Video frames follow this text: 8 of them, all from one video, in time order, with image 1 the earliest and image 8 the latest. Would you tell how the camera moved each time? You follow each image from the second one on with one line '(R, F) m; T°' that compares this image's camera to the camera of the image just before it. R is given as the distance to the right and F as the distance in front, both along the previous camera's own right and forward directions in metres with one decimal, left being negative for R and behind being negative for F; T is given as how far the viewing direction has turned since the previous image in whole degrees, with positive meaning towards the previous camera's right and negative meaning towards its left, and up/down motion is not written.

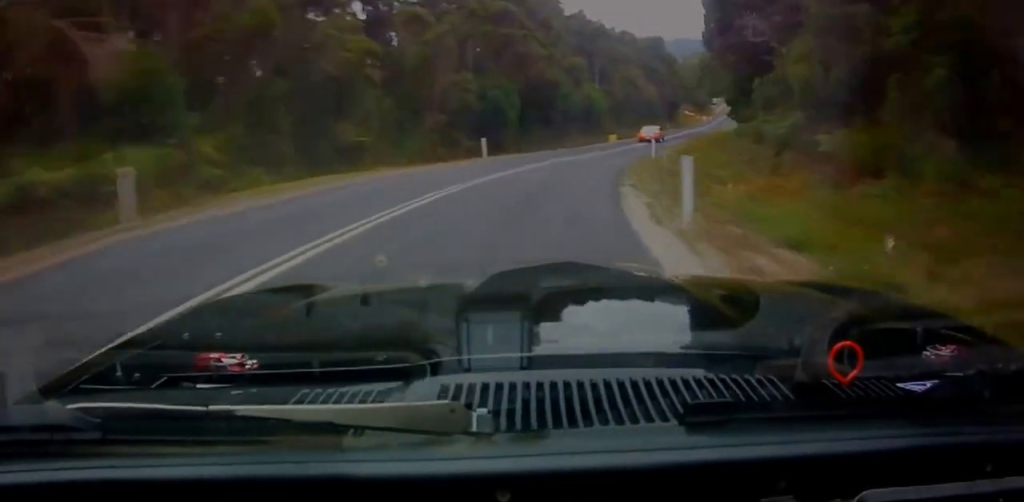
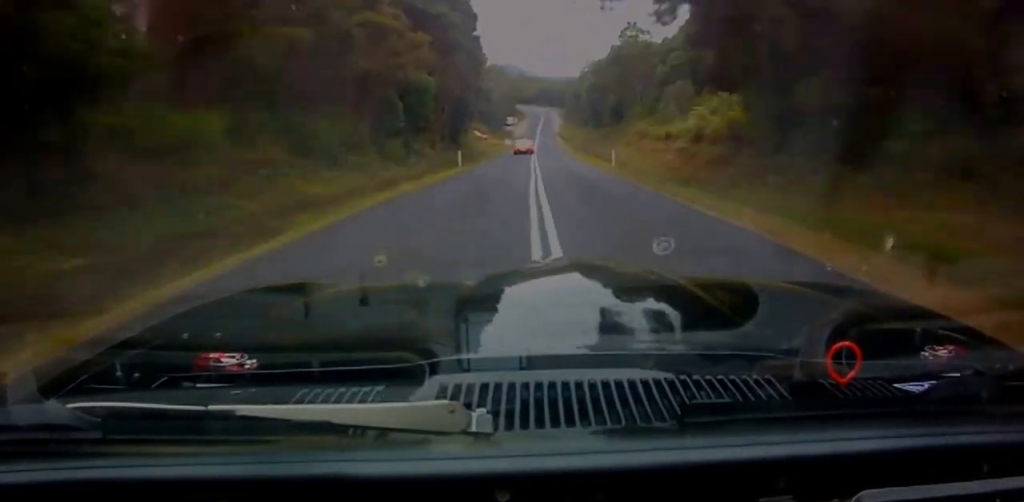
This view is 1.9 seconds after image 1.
(+16.6, +60.0) m; +29°
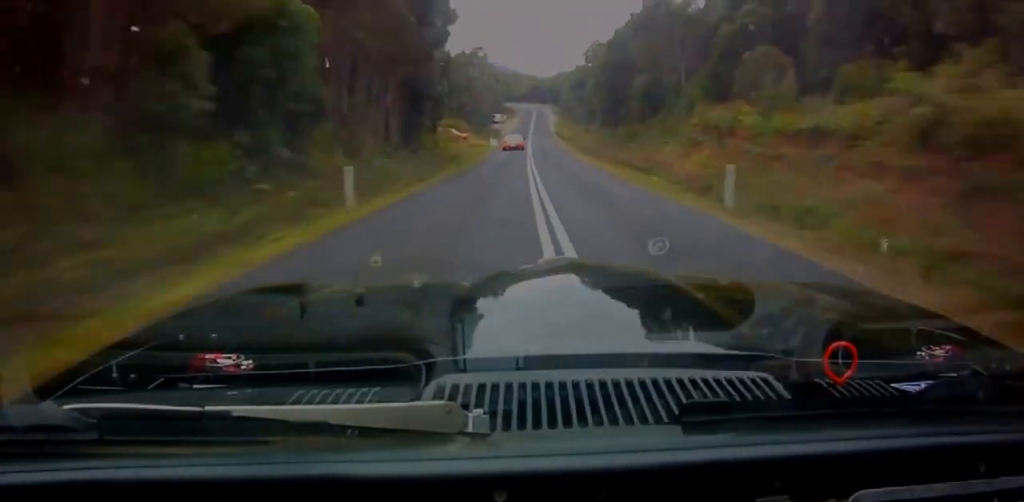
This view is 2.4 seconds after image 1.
(+1.9, +22.2) m; +6°
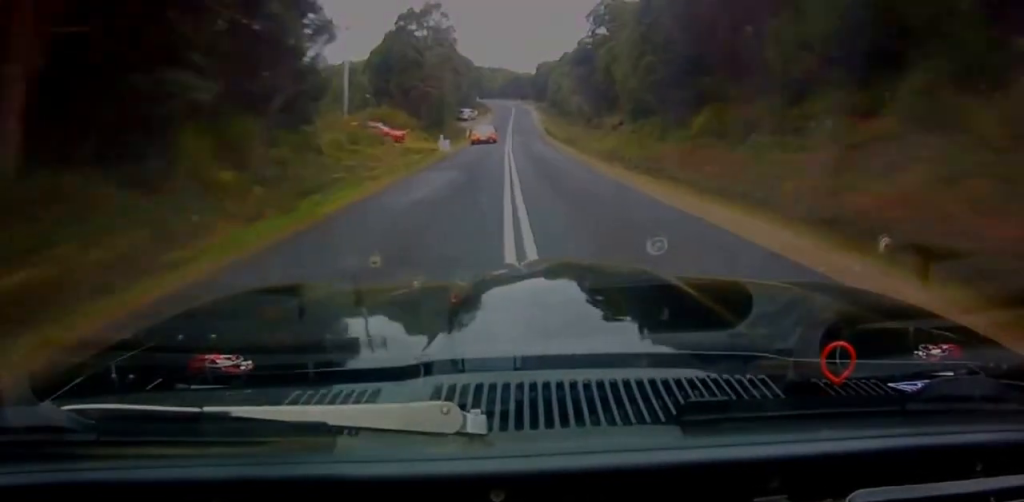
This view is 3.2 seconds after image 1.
(+2.3, +33.6) m; +5°
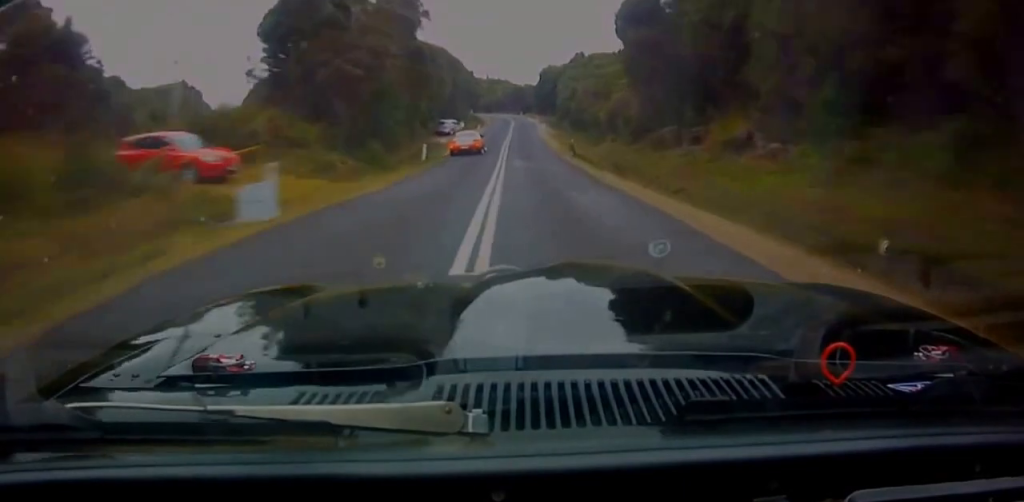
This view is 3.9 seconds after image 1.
(+0.9, +30.9) m; +1°
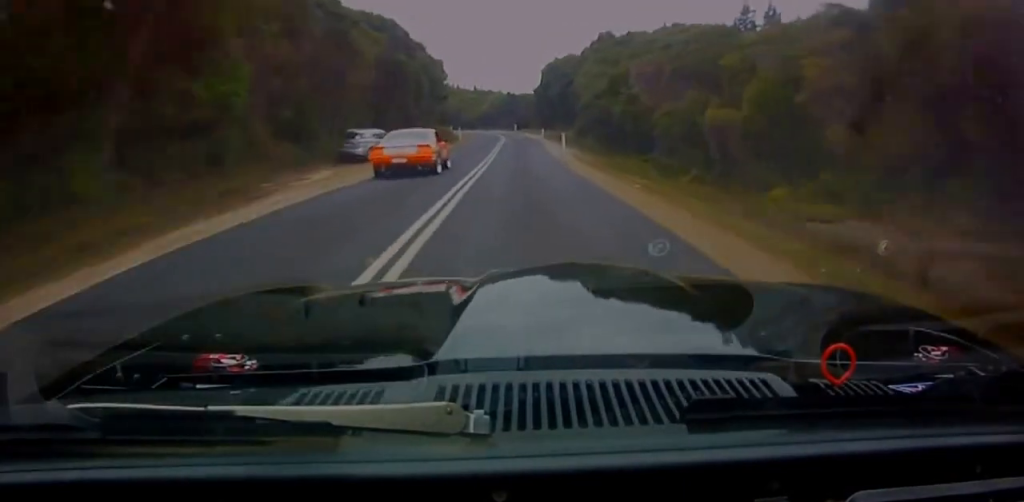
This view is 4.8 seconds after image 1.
(-0.1, +39.4) m; -3°
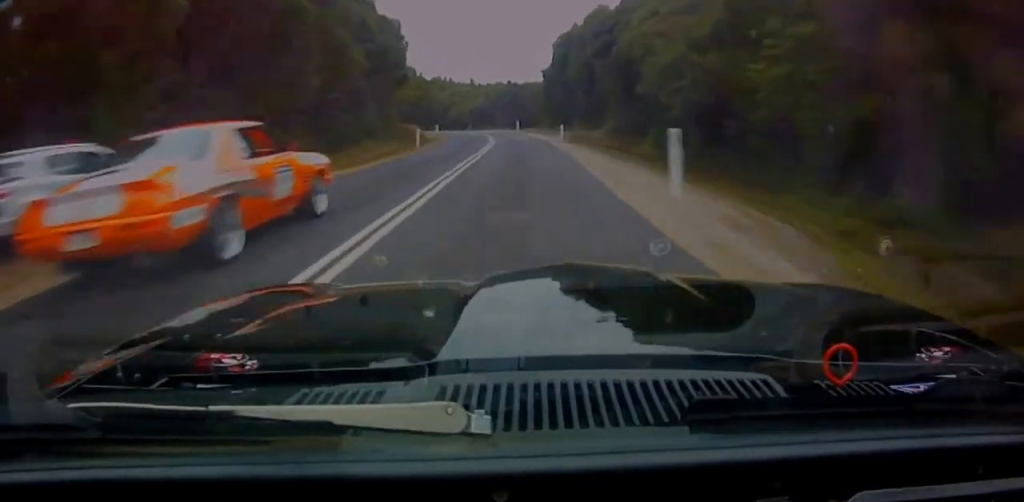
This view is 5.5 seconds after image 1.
(-0.9, +25.7) m; -4°
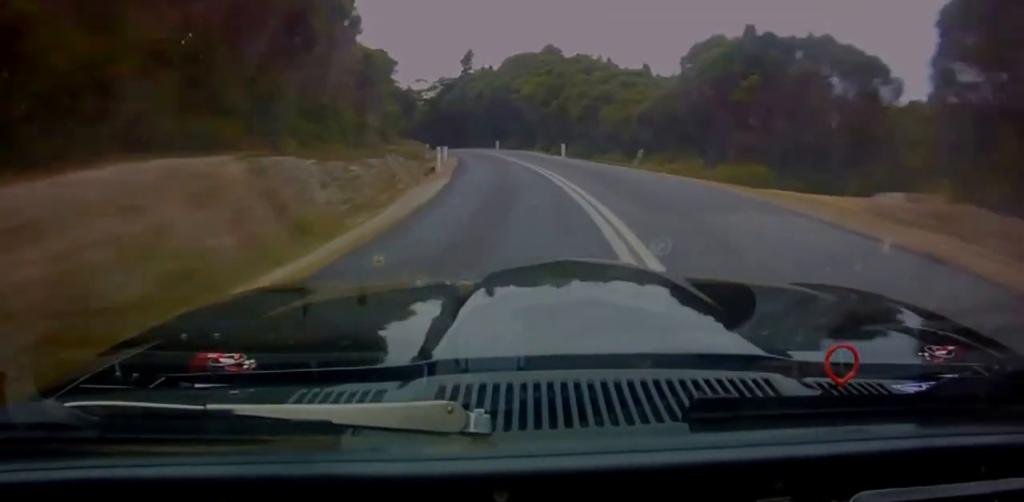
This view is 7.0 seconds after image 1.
(-7.3, +59.7) m; -15°
